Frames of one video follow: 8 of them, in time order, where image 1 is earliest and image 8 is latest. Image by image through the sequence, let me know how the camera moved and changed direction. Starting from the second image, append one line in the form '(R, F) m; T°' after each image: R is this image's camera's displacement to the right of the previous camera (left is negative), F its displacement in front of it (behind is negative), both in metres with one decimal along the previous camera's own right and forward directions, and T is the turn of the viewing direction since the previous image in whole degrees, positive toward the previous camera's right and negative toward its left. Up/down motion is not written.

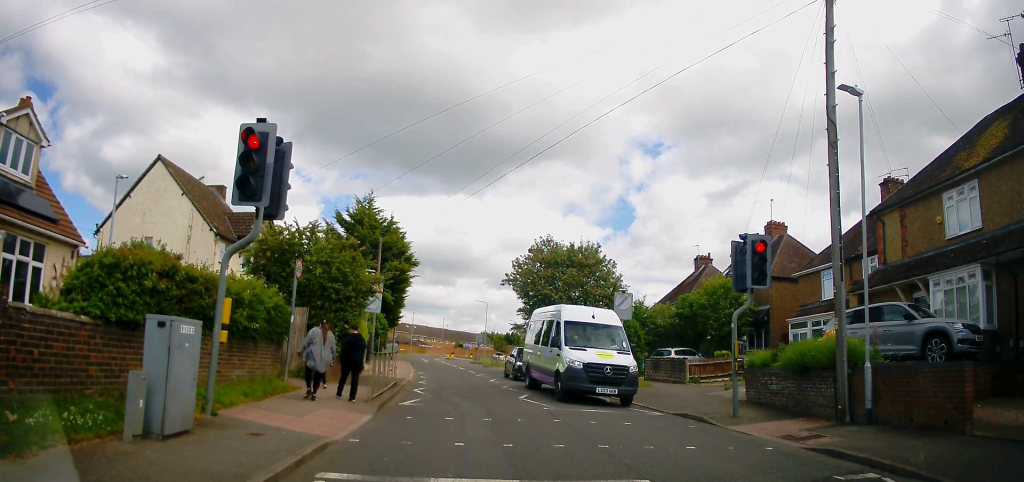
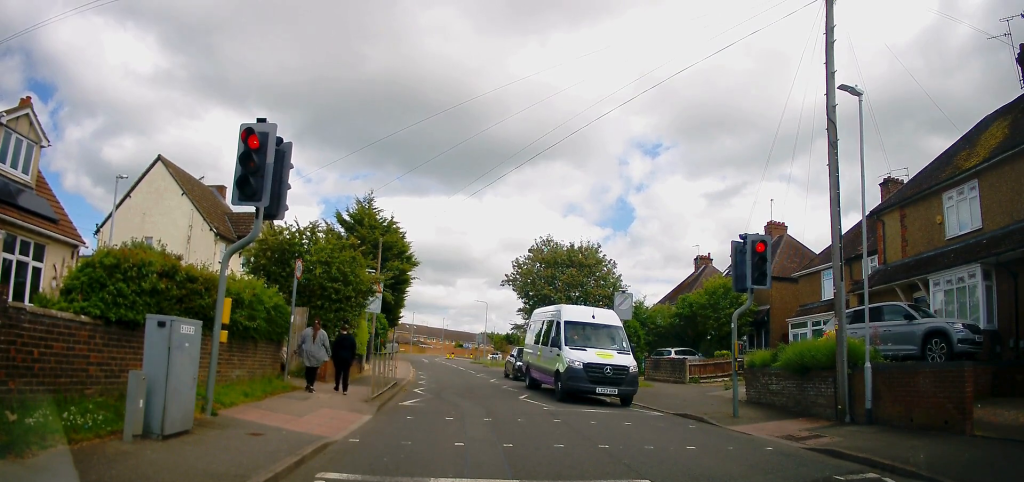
(0.0, 0.0) m; 0°
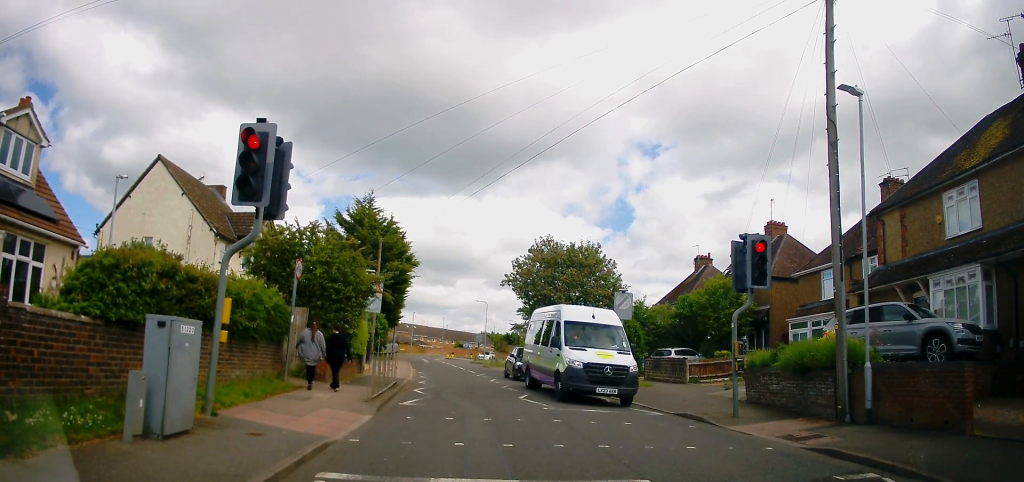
(0.0, 0.0) m; 0°
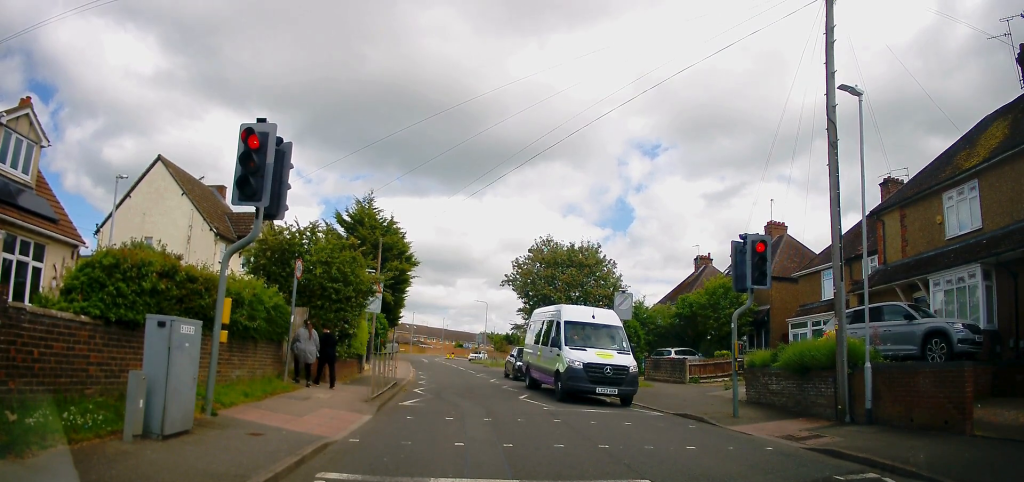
(0.0, 0.0) m; 0°
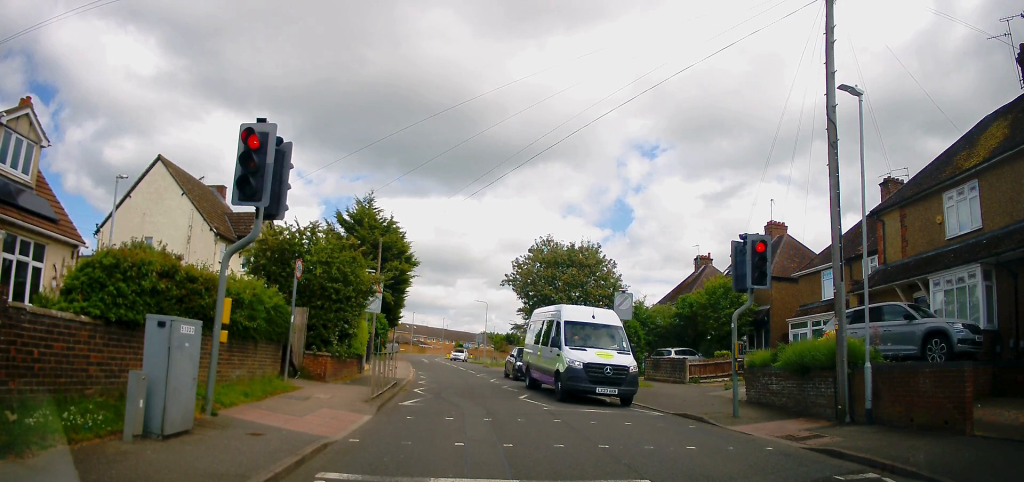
(0.0, 0.0) m; 0°
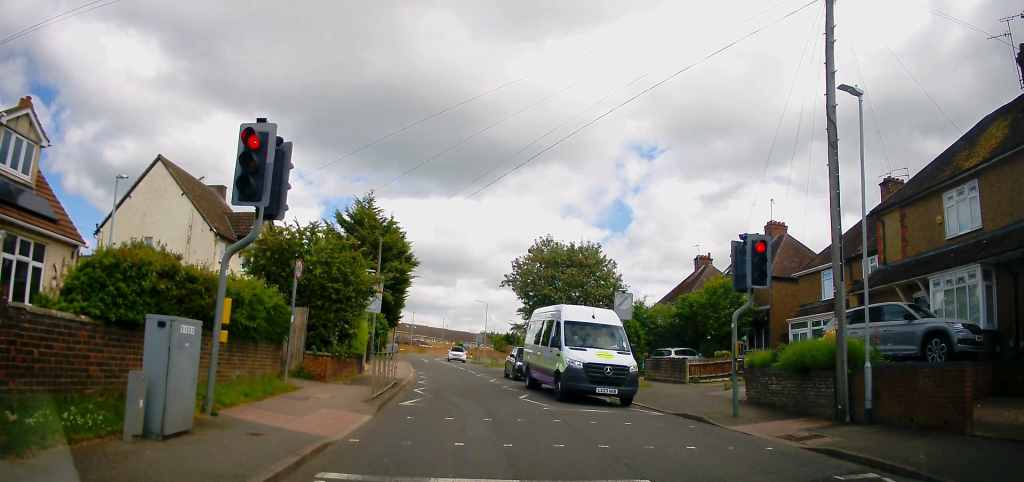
(0.0, 0.0) m; 0°
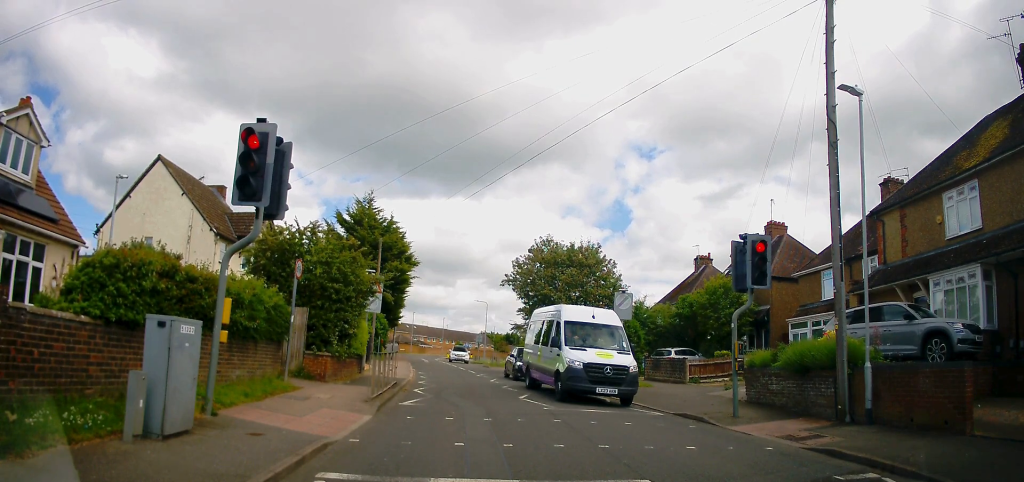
(0.0, 0.0) m; 0°
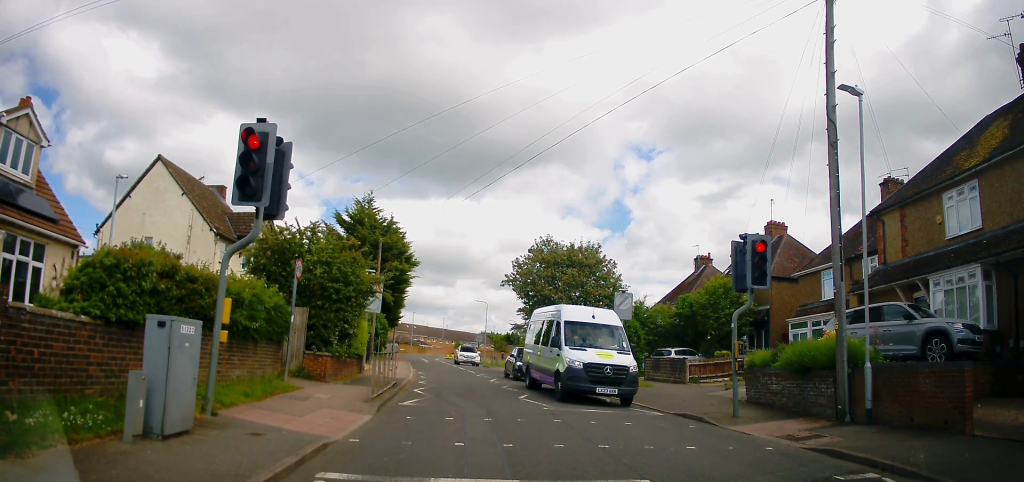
(0.0, 0.0) m; 0°
